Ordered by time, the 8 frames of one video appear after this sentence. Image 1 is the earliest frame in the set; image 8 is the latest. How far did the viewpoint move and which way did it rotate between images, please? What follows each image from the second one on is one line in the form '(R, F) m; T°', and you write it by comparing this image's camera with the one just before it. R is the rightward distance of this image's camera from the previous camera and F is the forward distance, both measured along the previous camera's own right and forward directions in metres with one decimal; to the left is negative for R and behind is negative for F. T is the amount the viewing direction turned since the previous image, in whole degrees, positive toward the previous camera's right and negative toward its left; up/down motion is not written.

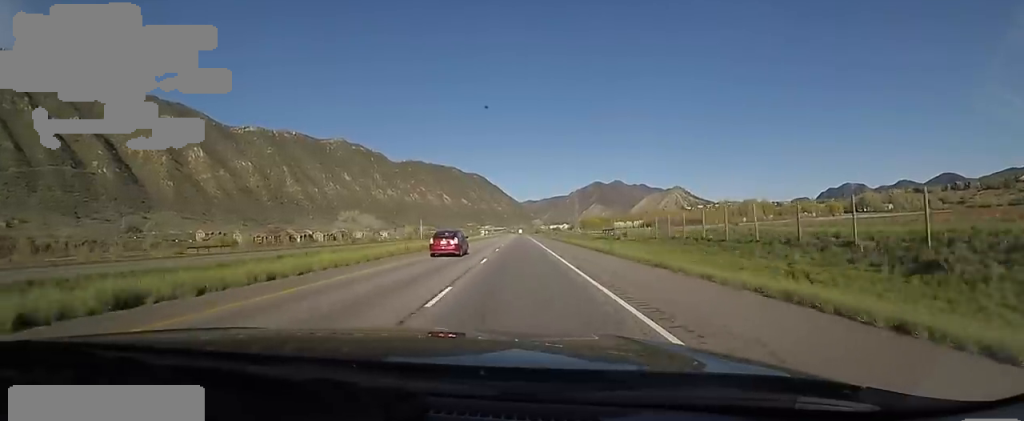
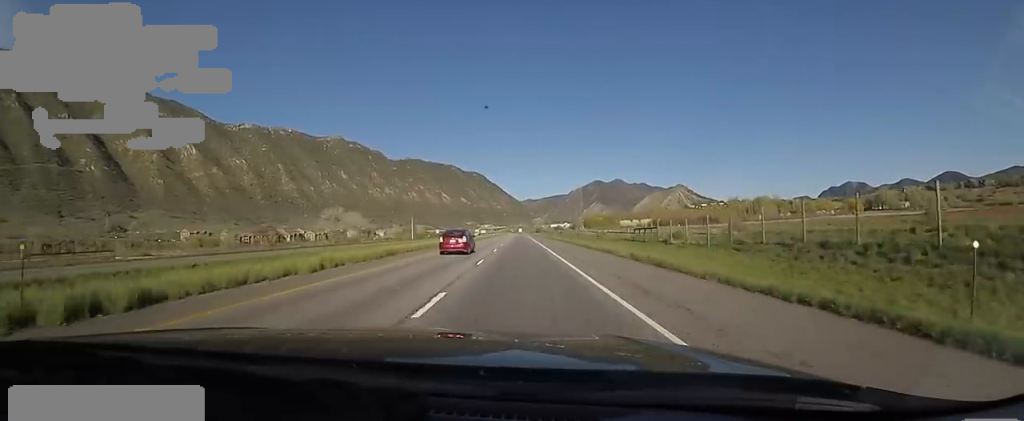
(-1.2, +25.0) m; -2°
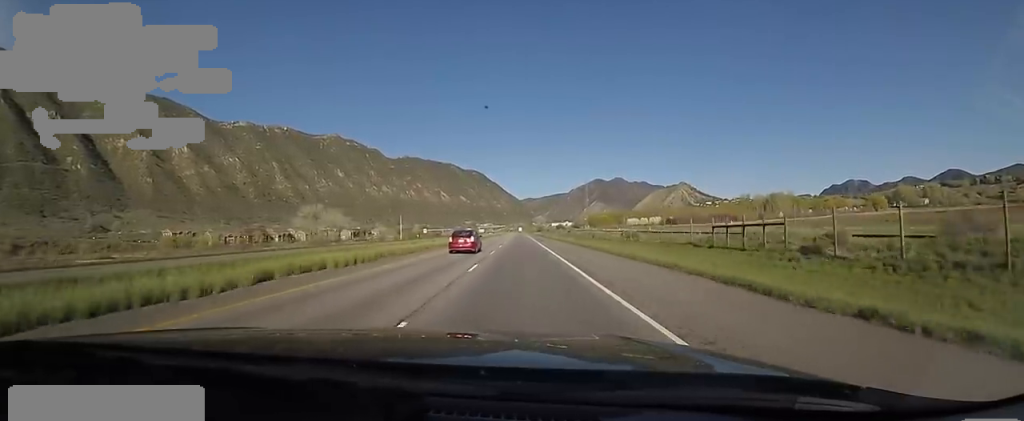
(-0.2, +27.3) m; 0°
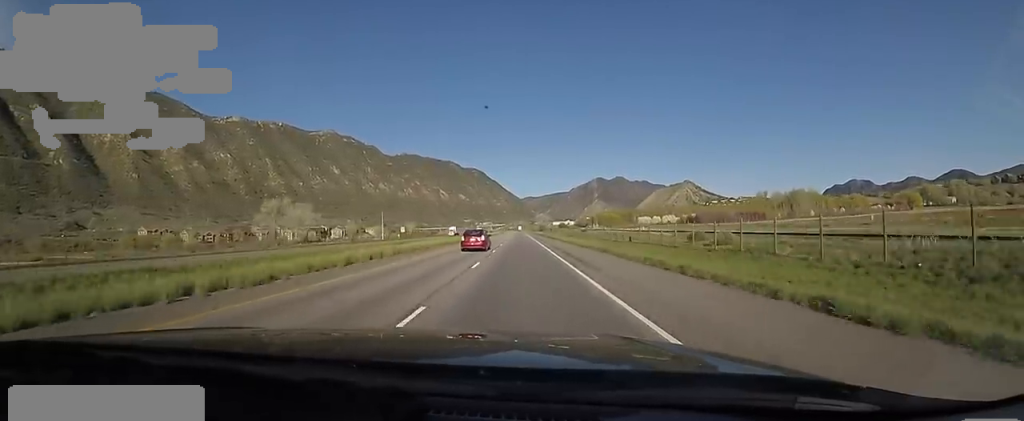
(0.0, +34.8) m; +2°
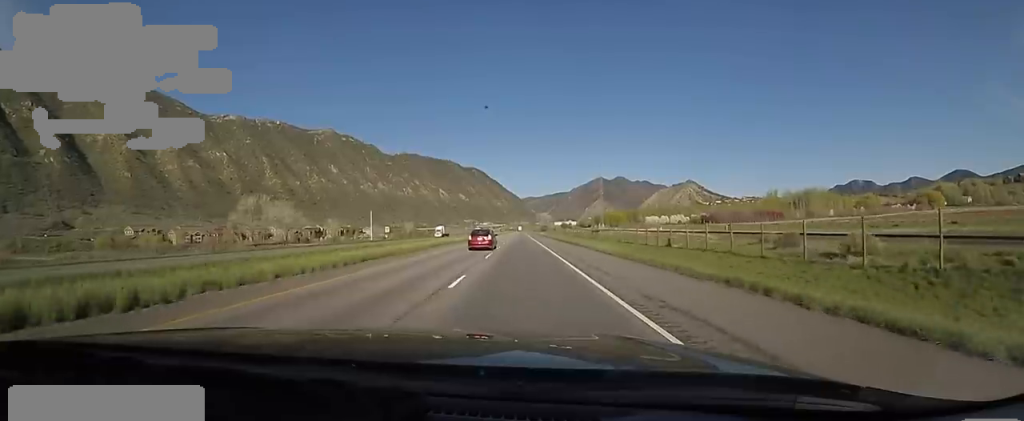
(+0.5, +17.9) m; +1°
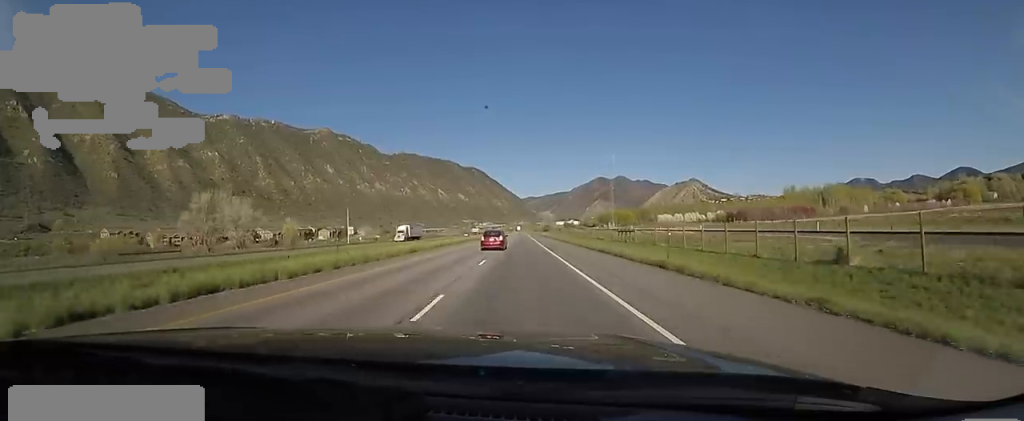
(+0.5, +28.3) m; -1°
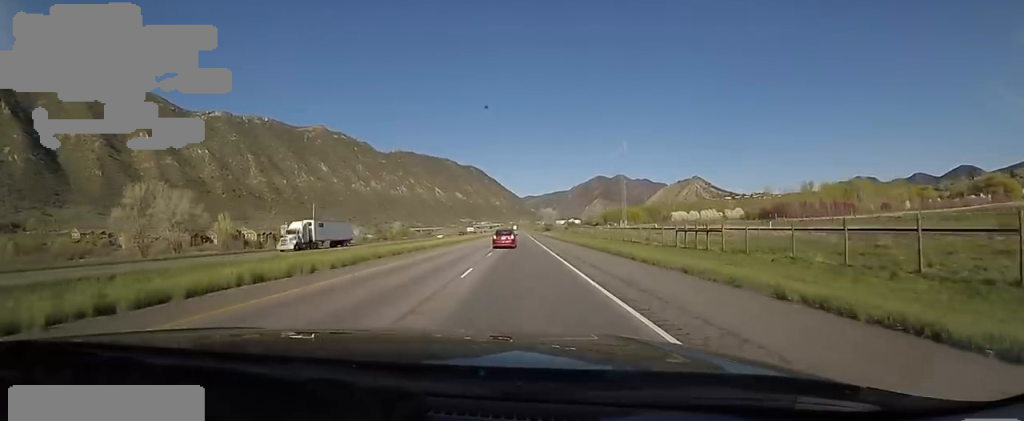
(-1.0, +30.1) m; -1°
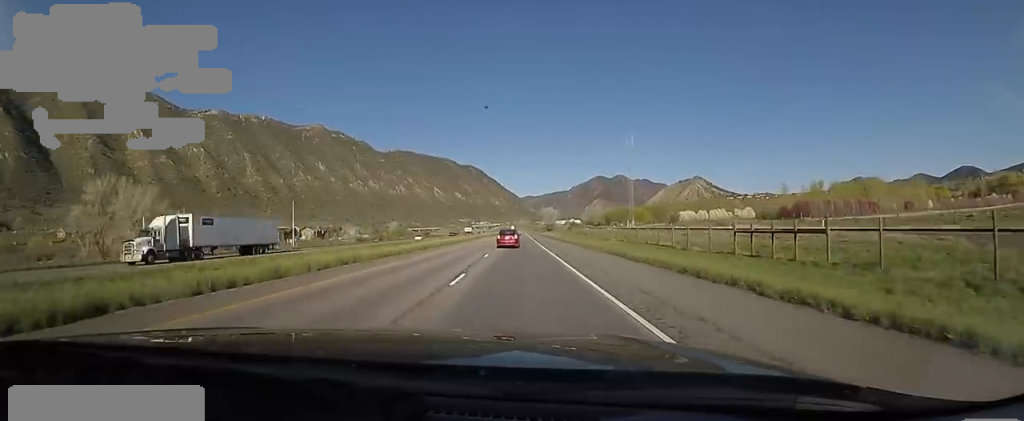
(-0.2, +13.5) m; +1°
